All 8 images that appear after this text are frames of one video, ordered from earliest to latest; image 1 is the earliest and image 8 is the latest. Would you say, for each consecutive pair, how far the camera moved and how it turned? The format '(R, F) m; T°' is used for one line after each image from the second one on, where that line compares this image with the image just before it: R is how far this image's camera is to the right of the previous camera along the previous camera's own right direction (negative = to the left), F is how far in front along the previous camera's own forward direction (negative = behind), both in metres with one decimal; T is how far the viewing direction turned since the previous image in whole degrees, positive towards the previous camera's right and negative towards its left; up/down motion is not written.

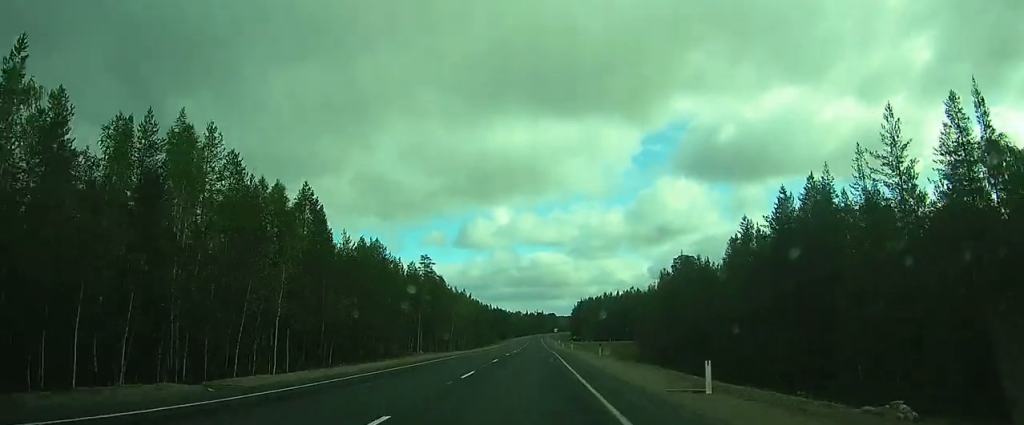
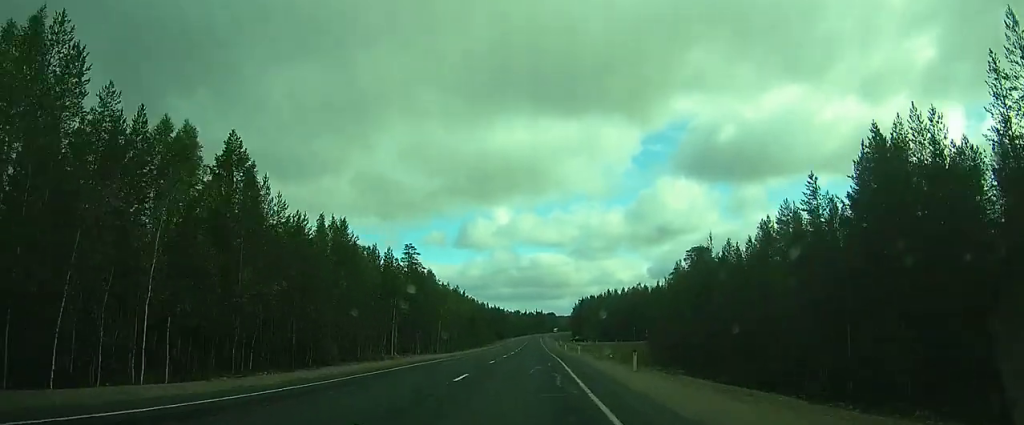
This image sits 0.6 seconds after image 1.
(0.0, +13.0) m; 0°
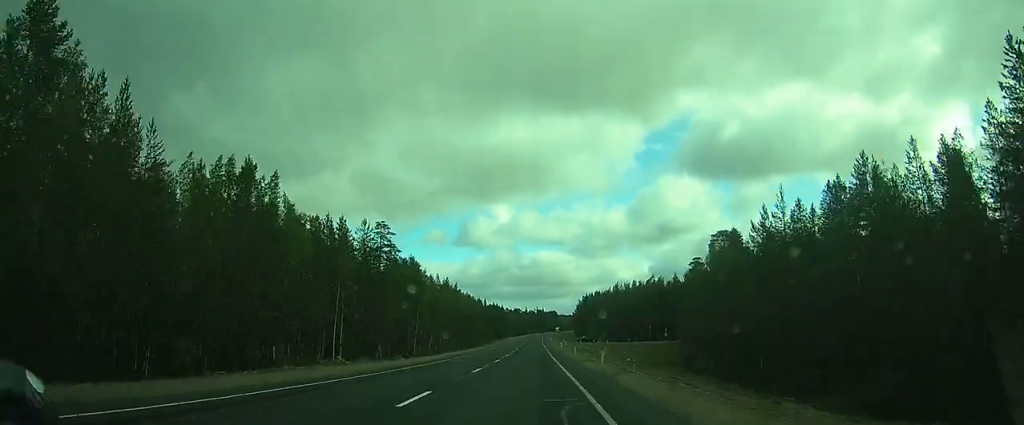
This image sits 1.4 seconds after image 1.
(0.0, +18.6) m; 0°
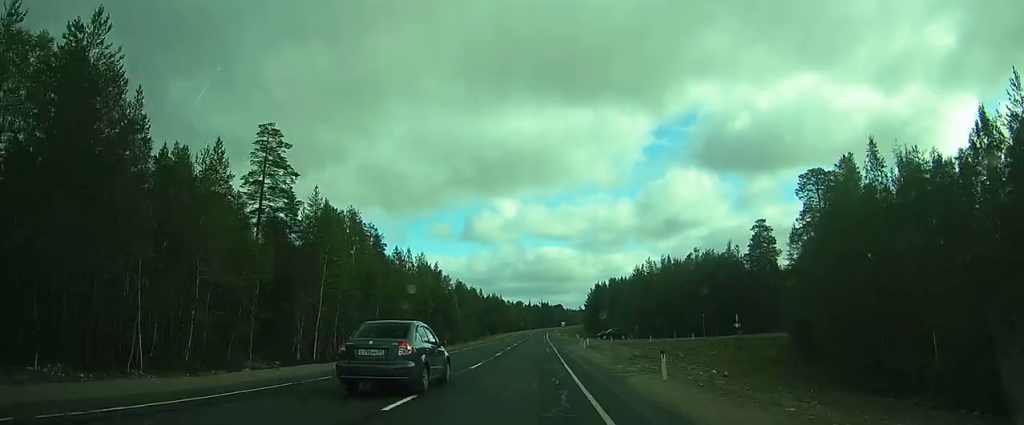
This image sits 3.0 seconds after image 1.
(+0.1, +37.4) m; -1°
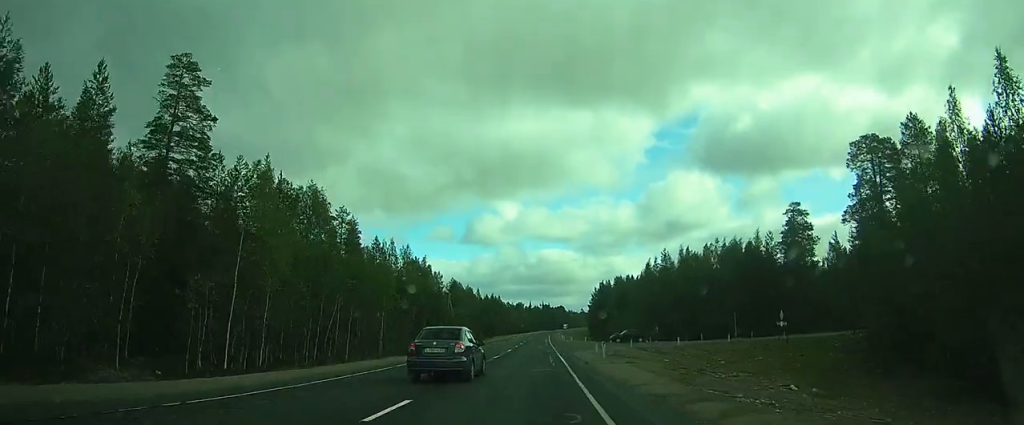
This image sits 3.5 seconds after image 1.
(-0.1, +13.2) m; -1°
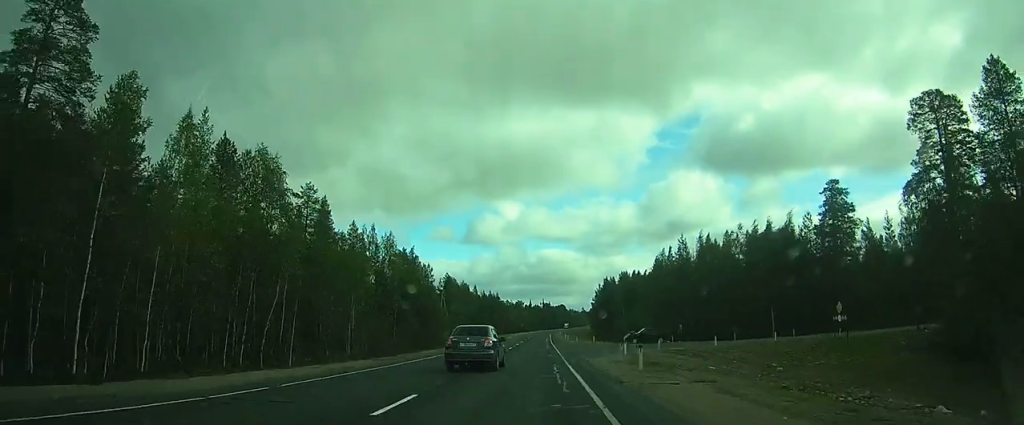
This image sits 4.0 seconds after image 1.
(-0.1, +11.6) m; 0°
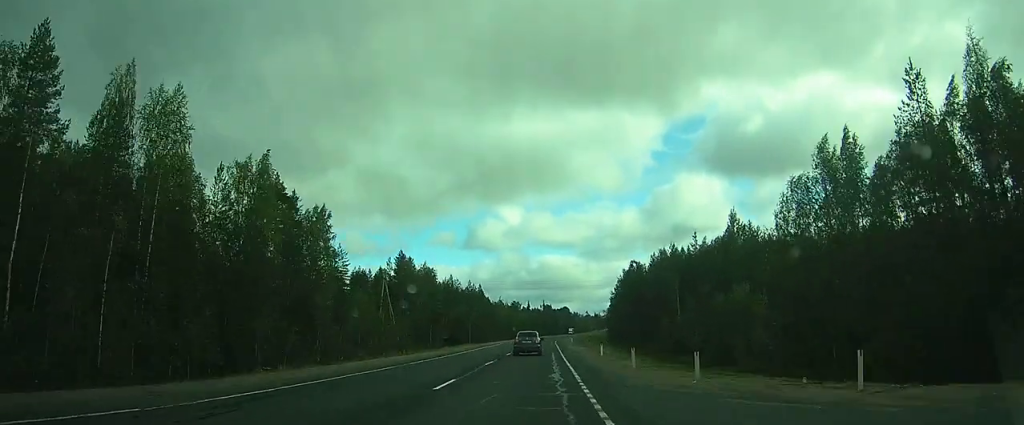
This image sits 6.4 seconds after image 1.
(+0.1, +54.9) m; +1°
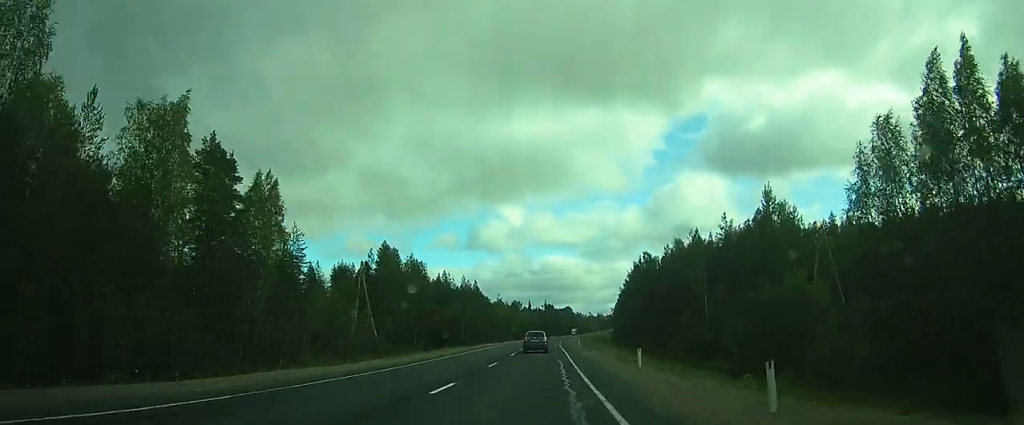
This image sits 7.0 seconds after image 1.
(0.0, +12.9) m; 0°
